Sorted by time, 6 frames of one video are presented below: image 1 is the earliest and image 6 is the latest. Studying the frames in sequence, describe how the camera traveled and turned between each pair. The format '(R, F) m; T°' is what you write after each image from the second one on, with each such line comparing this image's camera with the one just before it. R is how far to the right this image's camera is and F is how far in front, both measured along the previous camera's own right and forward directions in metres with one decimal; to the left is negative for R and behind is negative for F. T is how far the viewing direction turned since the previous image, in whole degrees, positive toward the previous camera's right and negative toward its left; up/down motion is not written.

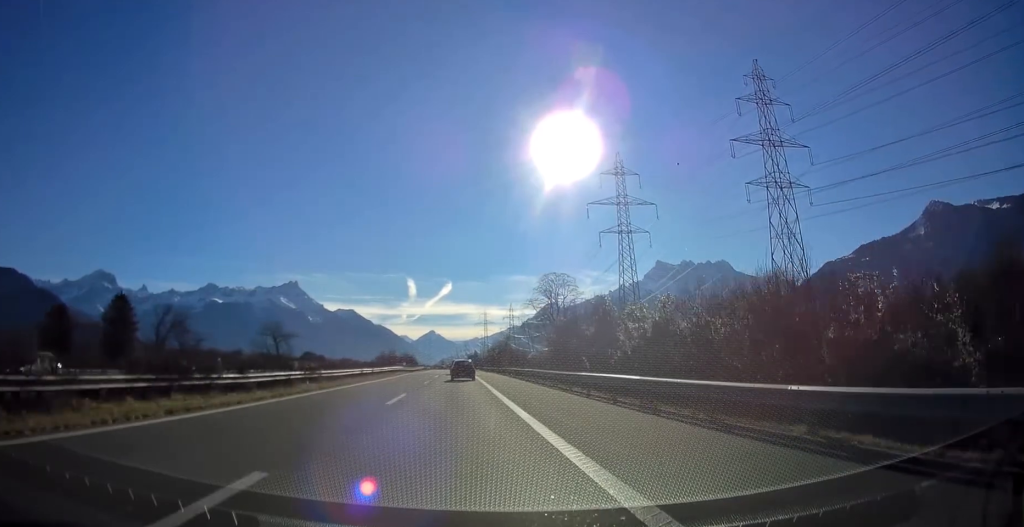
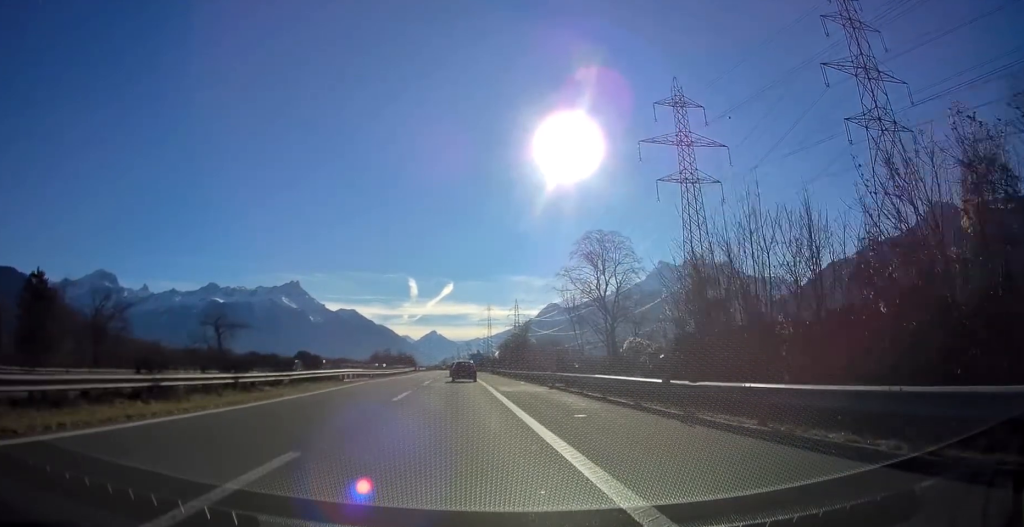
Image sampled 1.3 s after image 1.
(0.0, +34.3) m; 0°
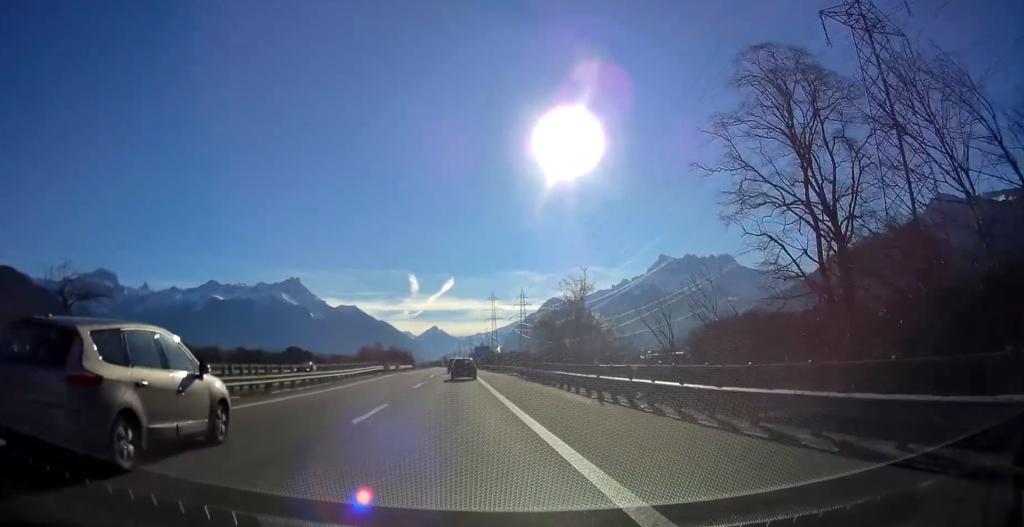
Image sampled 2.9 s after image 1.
(-0.2, +44.5) m; 0°
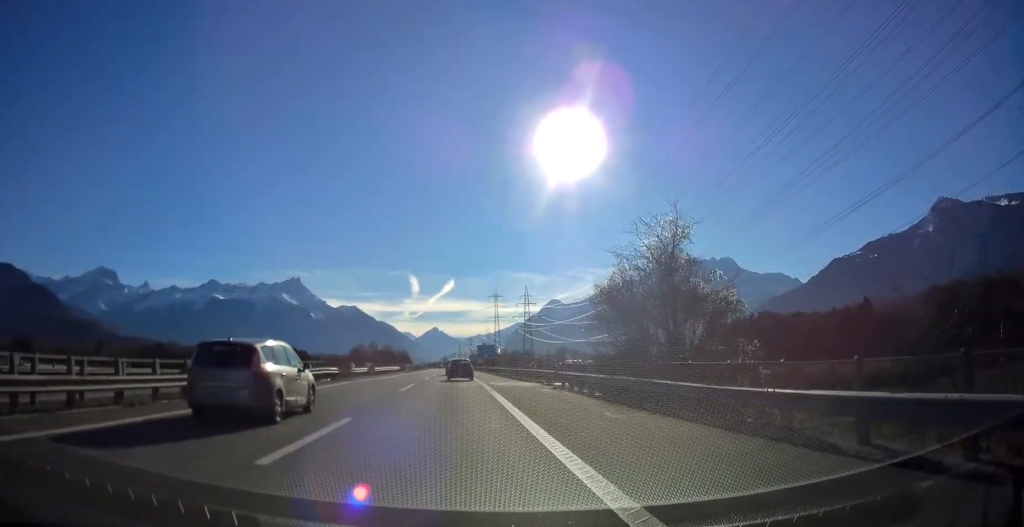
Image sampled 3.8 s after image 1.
(0.0, +22.7) m; 0°
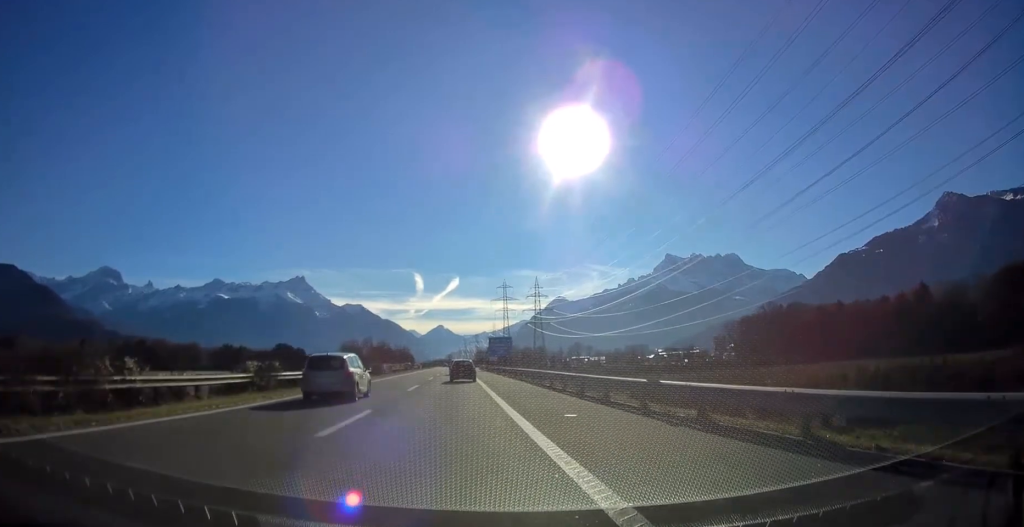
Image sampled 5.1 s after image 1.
(0.0, +32.7) m; -1°
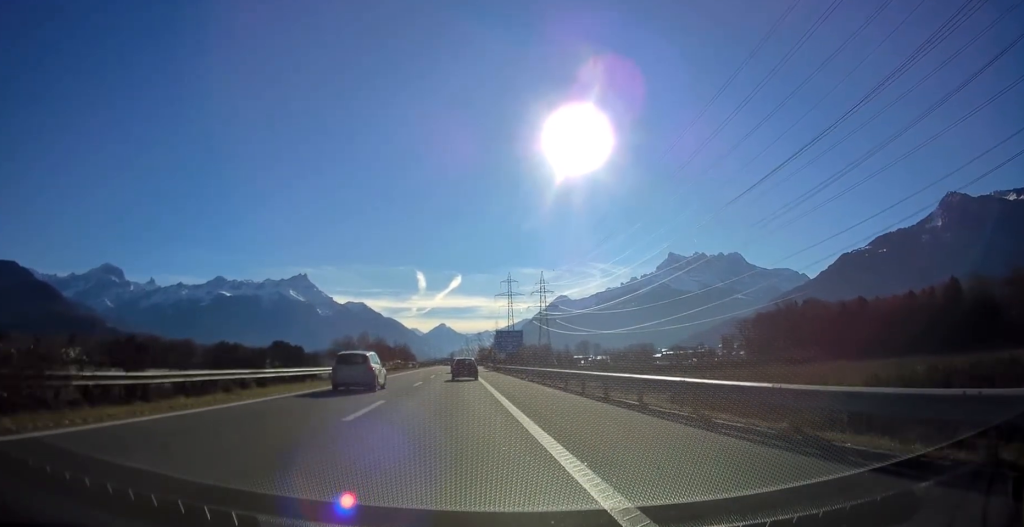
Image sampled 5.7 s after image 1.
(0.0, +16.1) m; -1°
